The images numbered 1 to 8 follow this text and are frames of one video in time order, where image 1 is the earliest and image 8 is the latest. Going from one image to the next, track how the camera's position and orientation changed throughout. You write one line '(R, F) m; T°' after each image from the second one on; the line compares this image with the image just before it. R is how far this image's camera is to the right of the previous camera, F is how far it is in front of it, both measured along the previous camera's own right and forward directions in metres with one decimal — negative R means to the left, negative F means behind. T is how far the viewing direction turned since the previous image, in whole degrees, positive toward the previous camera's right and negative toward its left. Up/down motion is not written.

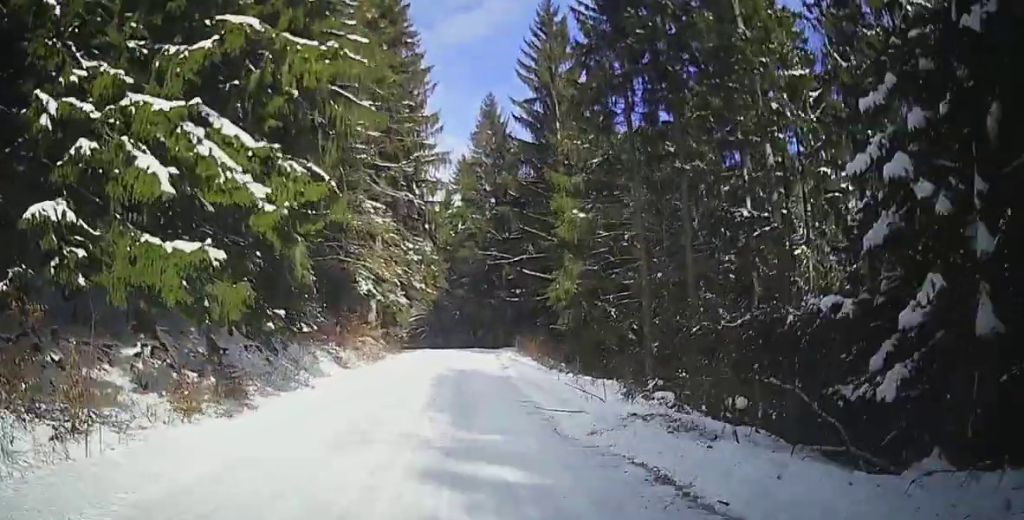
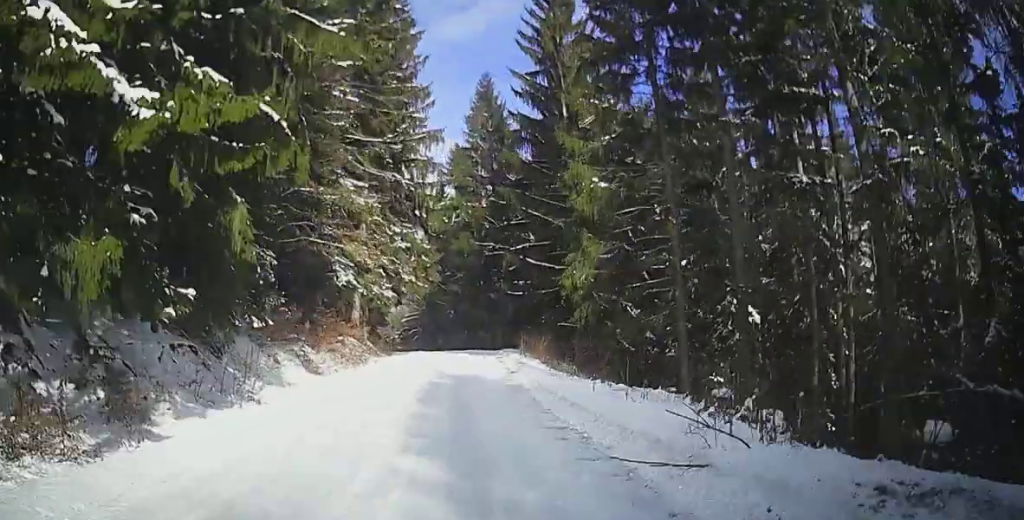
(-1.0, +5.9) m; -15°
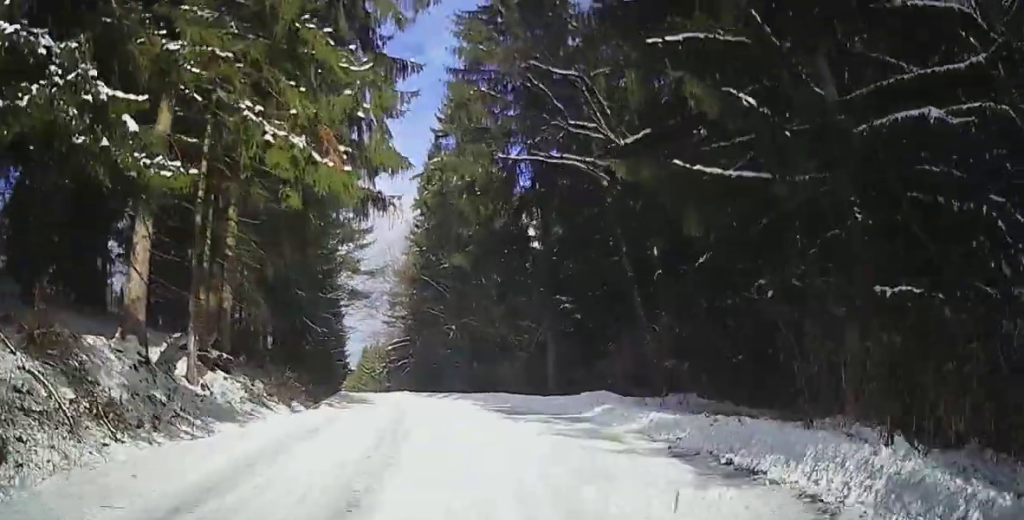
(-1.6, +34.1) m; +1°
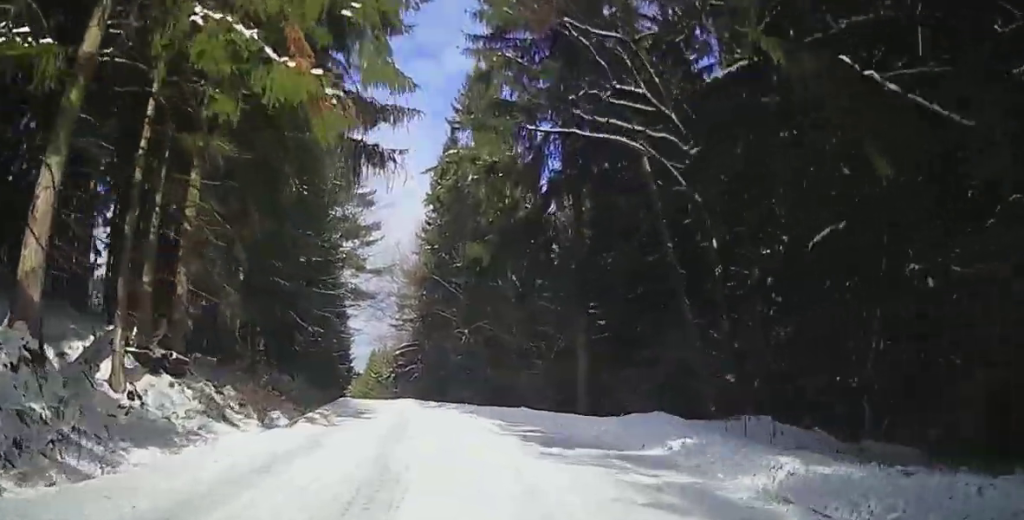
(0.0, +4.6) m; 0°
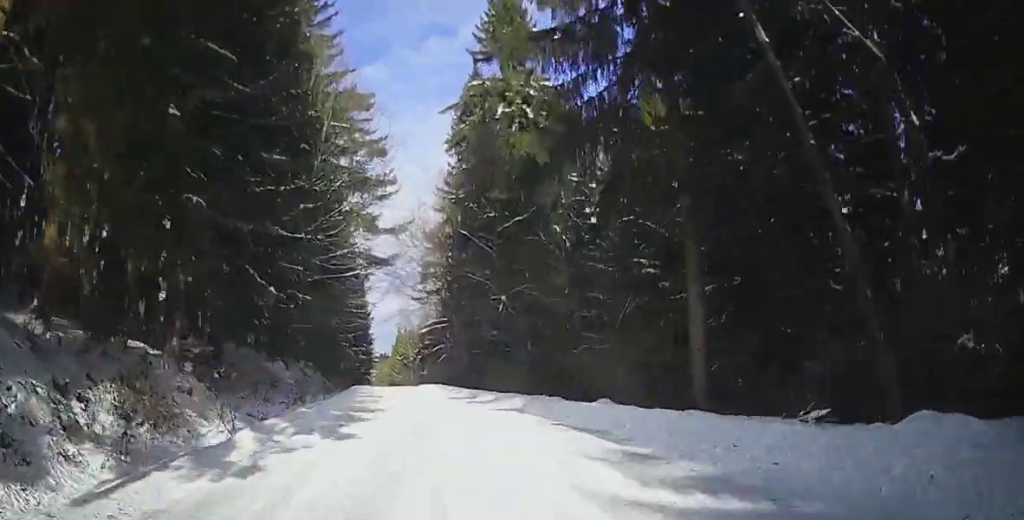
(0.0, +9.9) m; 0°
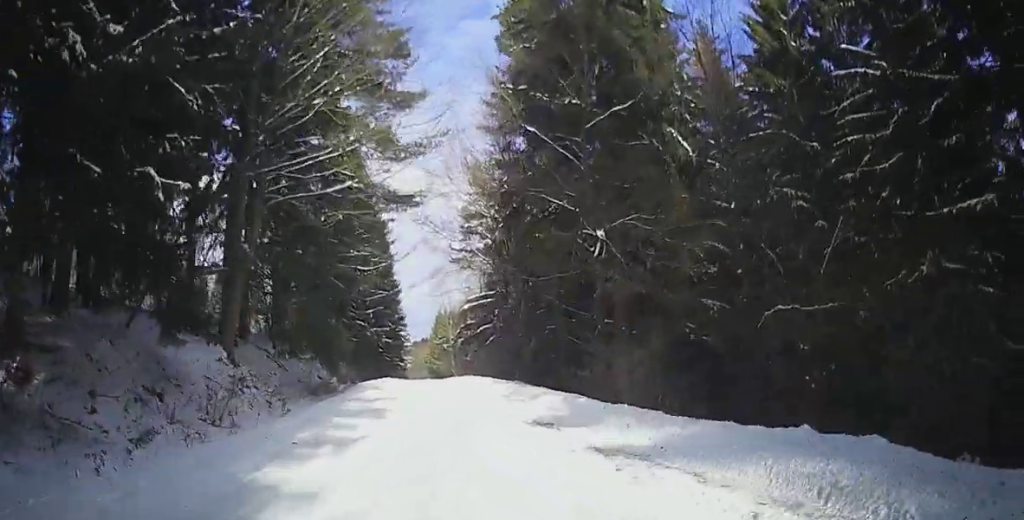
(-0.4, +15.2) m; -3°
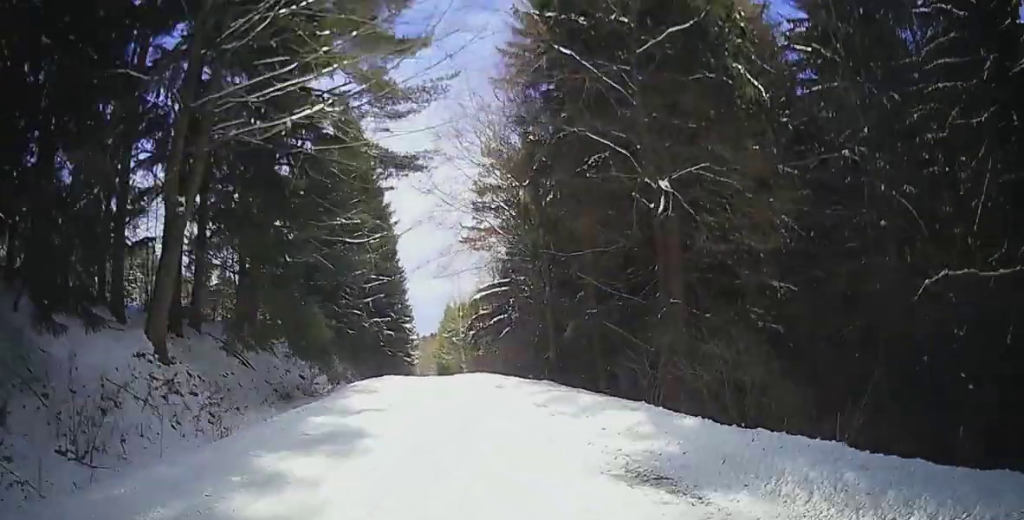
(-0.2, +5.9) m; -1°
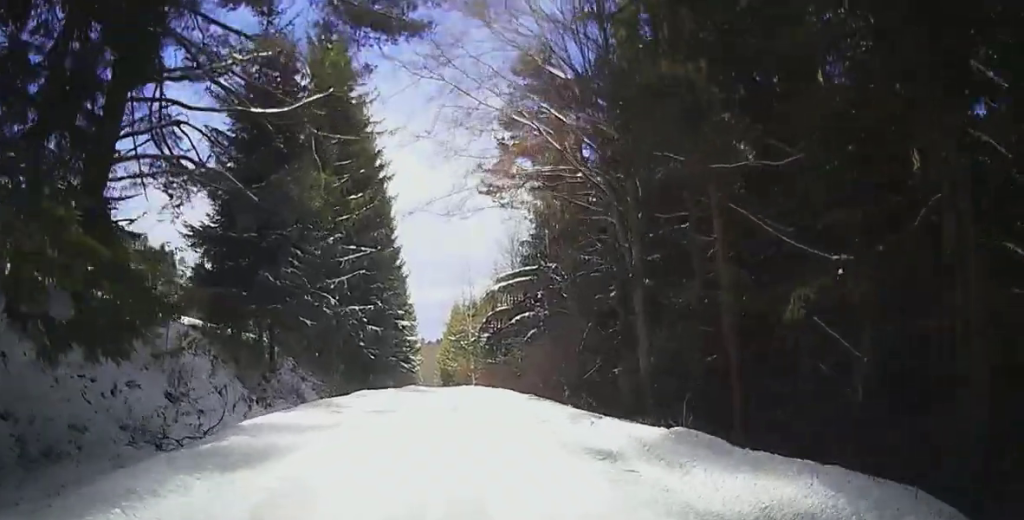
(0.0, +13.5) m; -3°
